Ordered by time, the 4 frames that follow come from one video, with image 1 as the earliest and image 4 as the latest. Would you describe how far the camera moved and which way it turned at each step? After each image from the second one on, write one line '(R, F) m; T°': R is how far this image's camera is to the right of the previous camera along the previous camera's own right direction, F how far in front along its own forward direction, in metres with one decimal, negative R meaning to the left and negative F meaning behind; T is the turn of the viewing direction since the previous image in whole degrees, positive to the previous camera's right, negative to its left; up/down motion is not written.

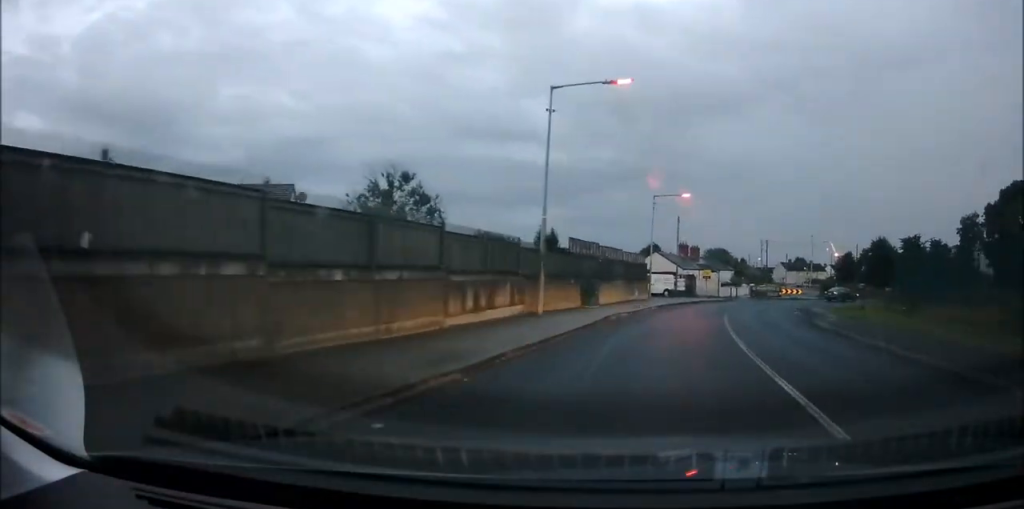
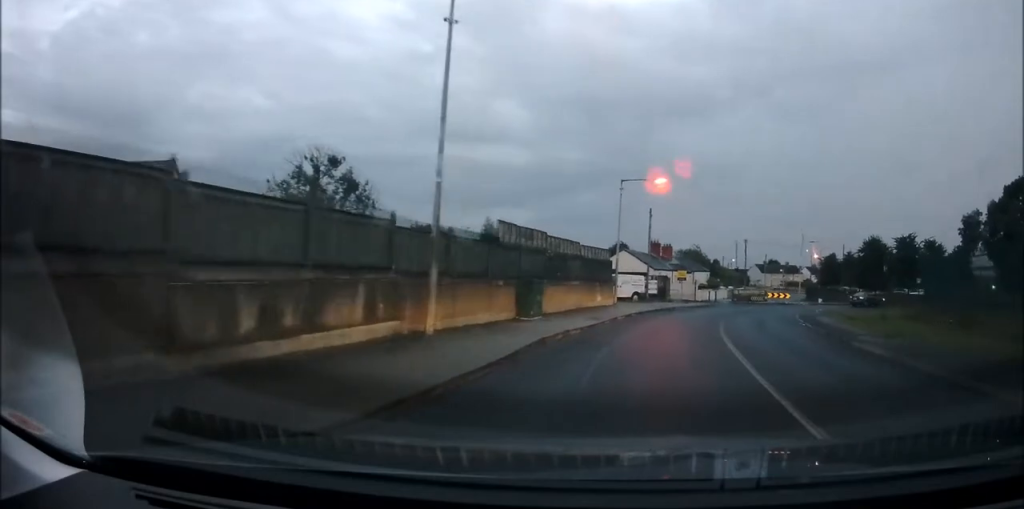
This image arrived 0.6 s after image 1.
(+0.6, +7.4) m; +4°
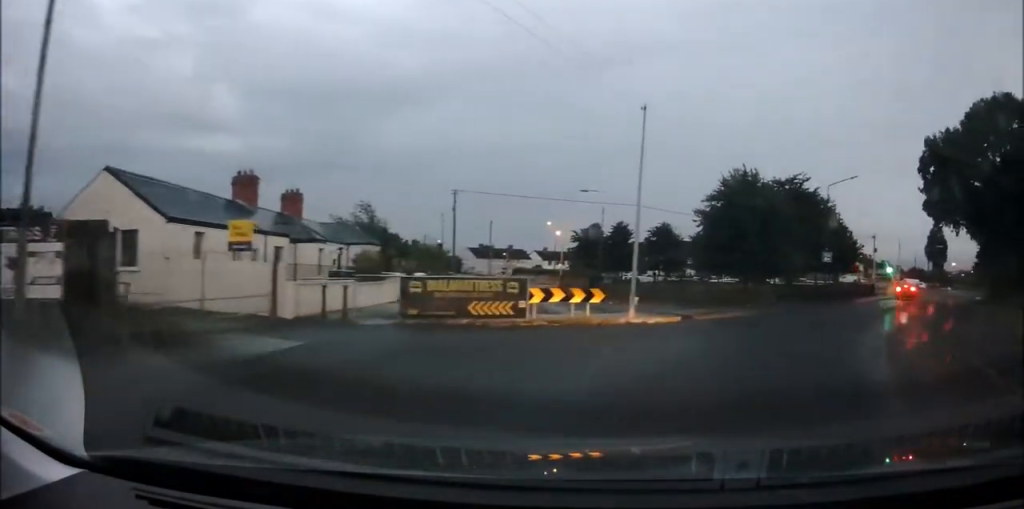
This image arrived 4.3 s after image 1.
(+8.4, +38.7) m; +34°
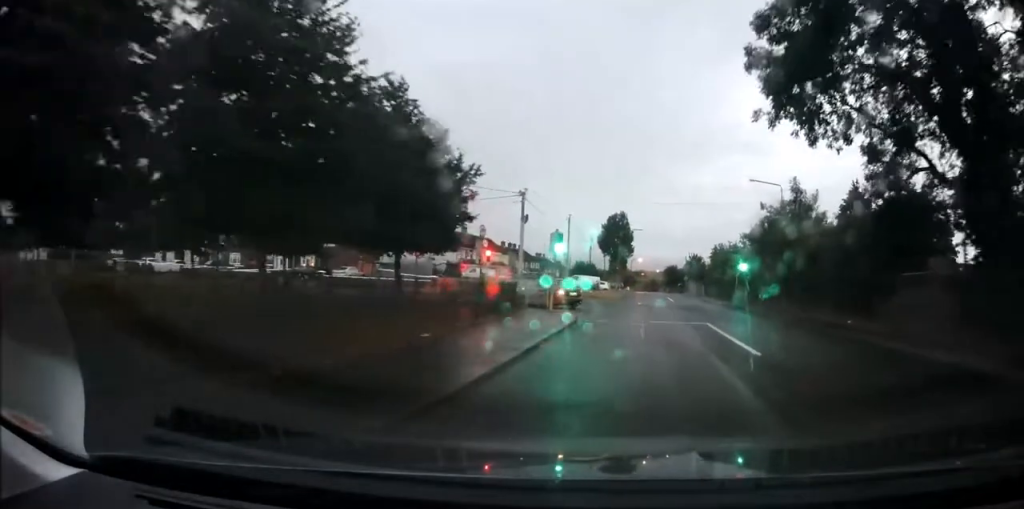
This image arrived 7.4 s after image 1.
(+10.6, +37.2) m; +25°
